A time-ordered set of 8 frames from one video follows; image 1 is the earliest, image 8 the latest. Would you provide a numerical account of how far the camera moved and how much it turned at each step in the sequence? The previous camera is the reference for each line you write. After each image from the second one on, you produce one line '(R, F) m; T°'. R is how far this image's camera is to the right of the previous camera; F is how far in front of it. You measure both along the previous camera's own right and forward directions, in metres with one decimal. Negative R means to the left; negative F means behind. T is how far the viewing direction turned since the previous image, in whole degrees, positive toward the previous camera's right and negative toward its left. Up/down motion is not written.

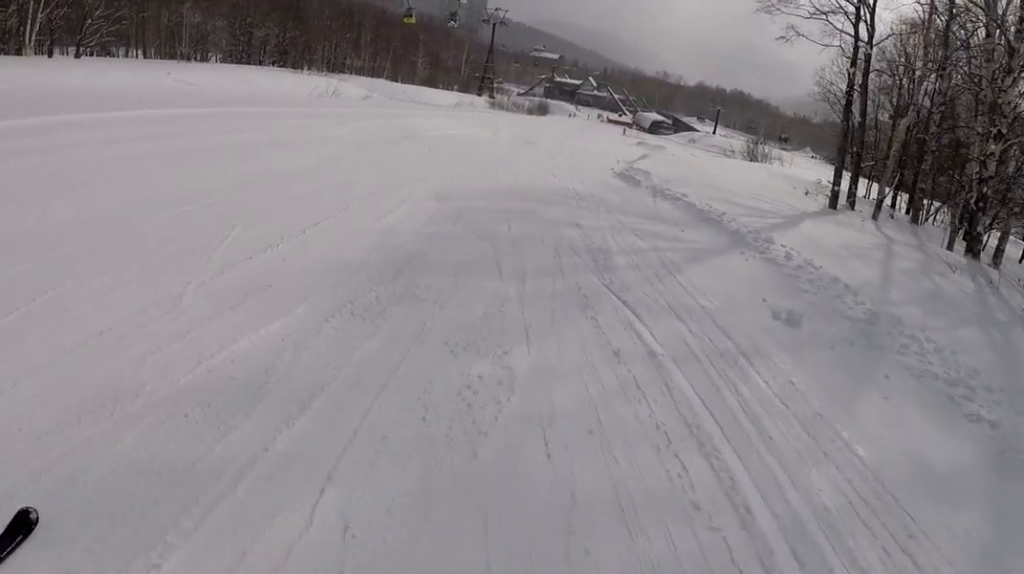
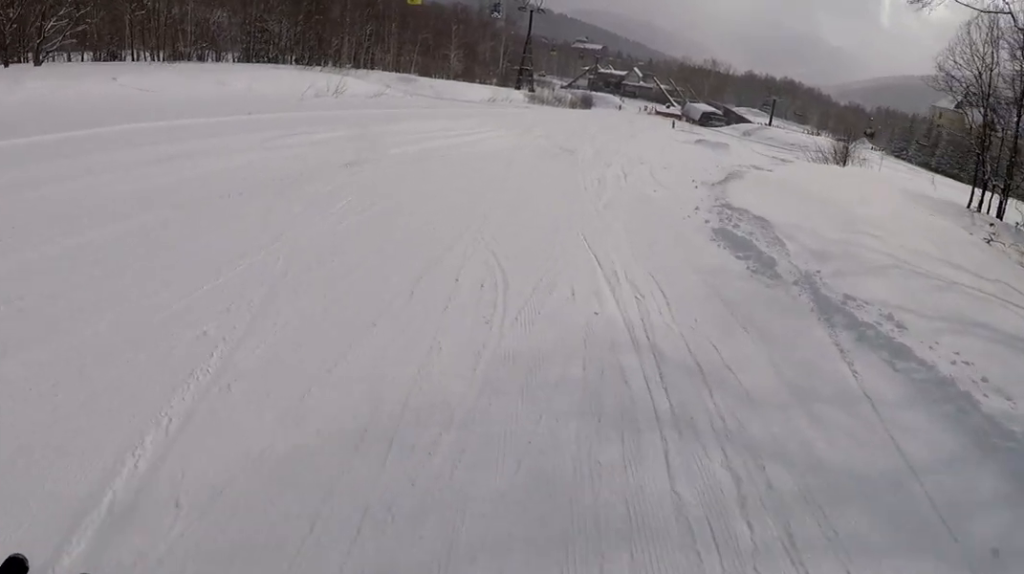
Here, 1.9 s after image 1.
(+1.6, +9.1) m; -1°
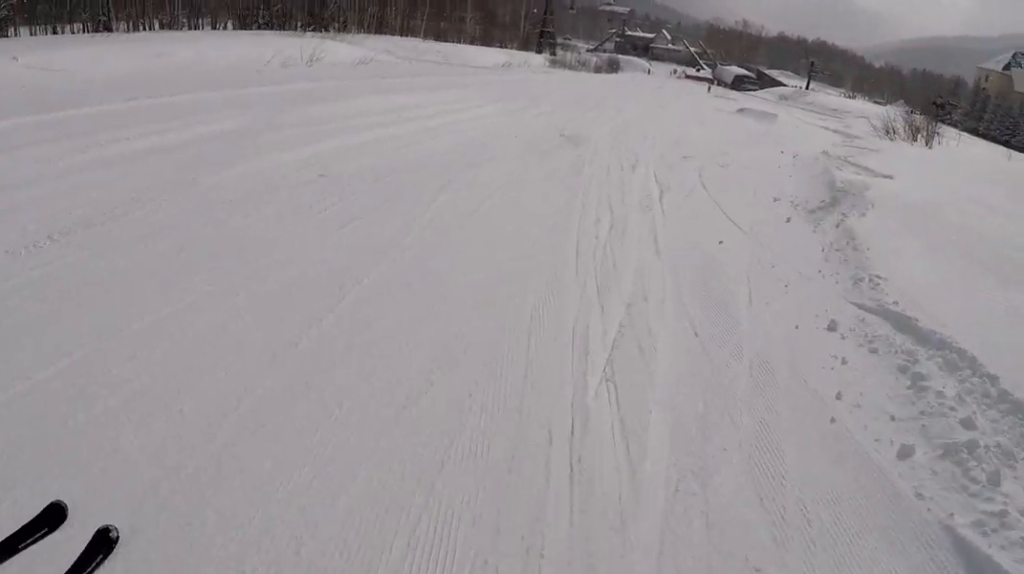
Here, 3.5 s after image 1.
(-2.1, +8.0) m; -6°
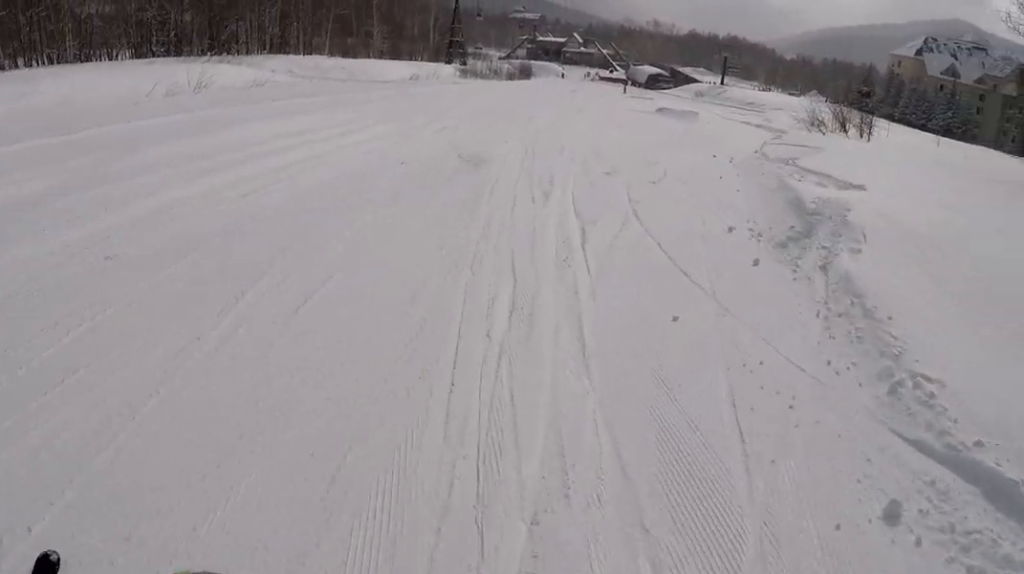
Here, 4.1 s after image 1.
(+0.7, +3.0) m; +13°
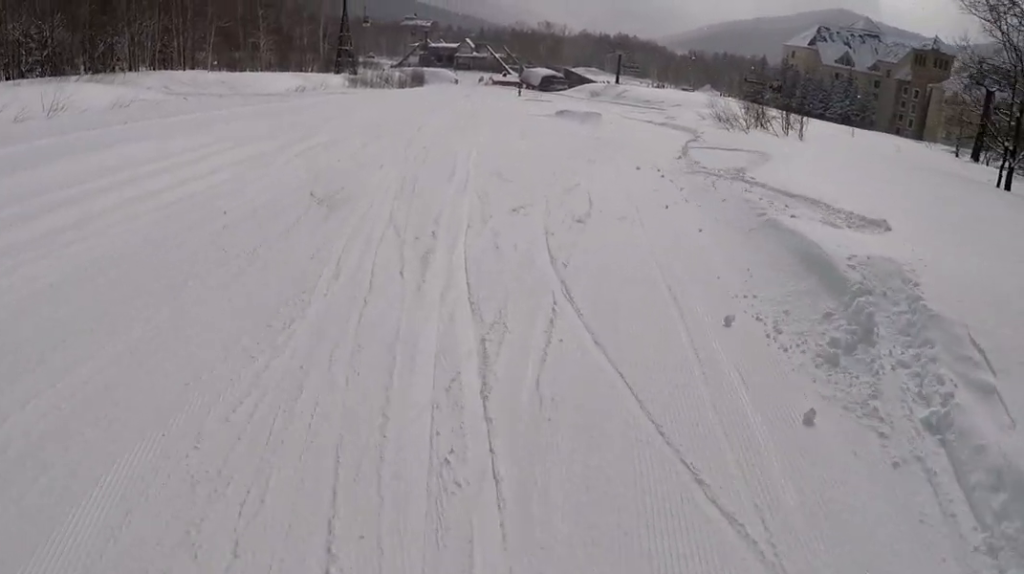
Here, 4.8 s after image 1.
(+0.6, +4.1) m; +8°
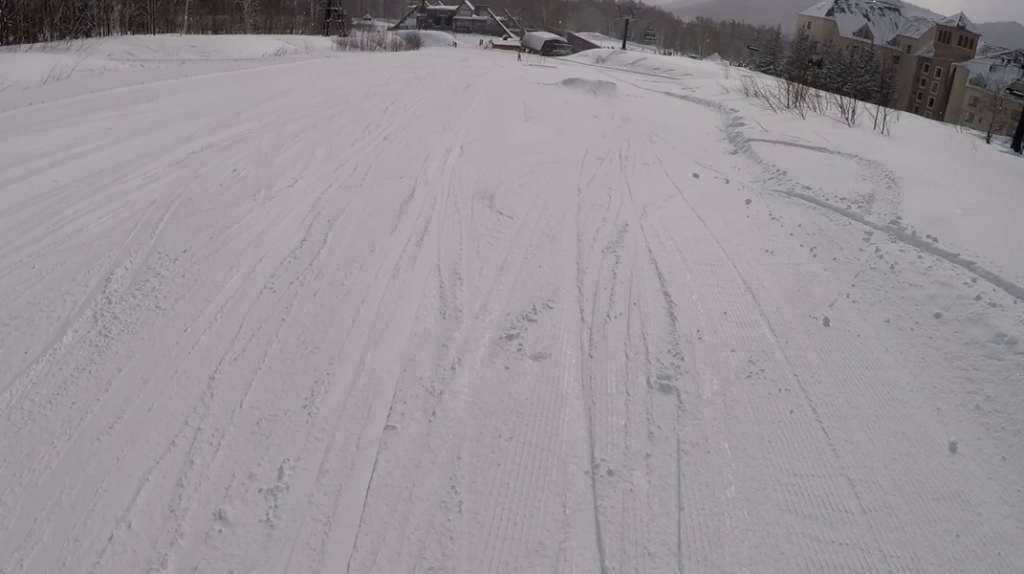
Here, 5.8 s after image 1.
(+0.2, +5.7) m; -4°
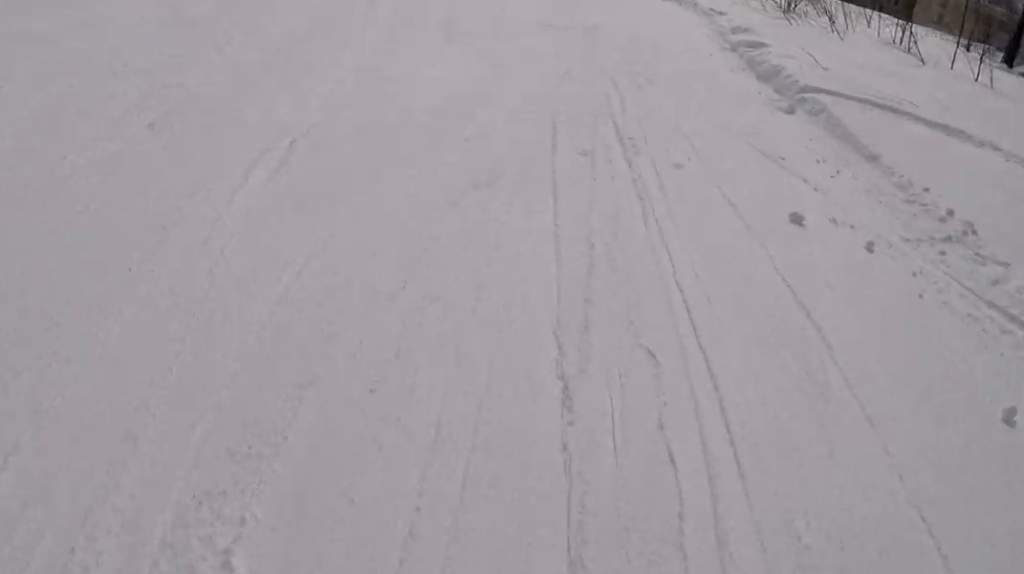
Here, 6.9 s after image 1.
(-0.7, +6.7) m; -7°
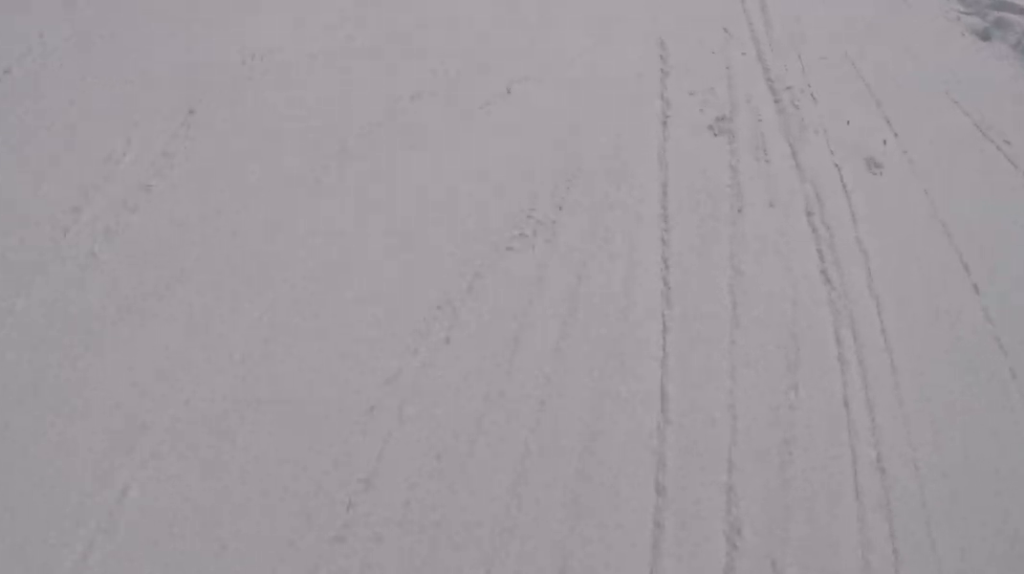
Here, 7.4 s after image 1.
(0.0, +2.7) m; -1°
